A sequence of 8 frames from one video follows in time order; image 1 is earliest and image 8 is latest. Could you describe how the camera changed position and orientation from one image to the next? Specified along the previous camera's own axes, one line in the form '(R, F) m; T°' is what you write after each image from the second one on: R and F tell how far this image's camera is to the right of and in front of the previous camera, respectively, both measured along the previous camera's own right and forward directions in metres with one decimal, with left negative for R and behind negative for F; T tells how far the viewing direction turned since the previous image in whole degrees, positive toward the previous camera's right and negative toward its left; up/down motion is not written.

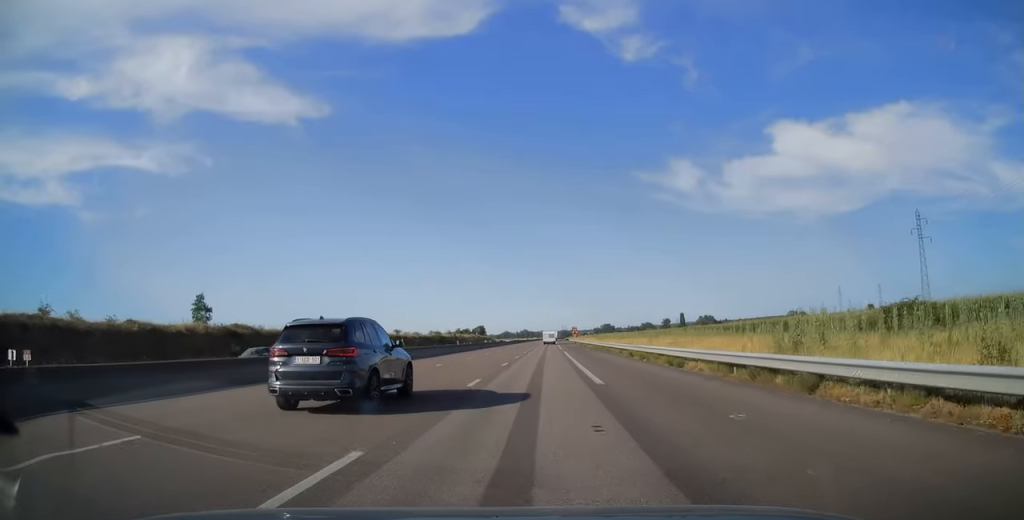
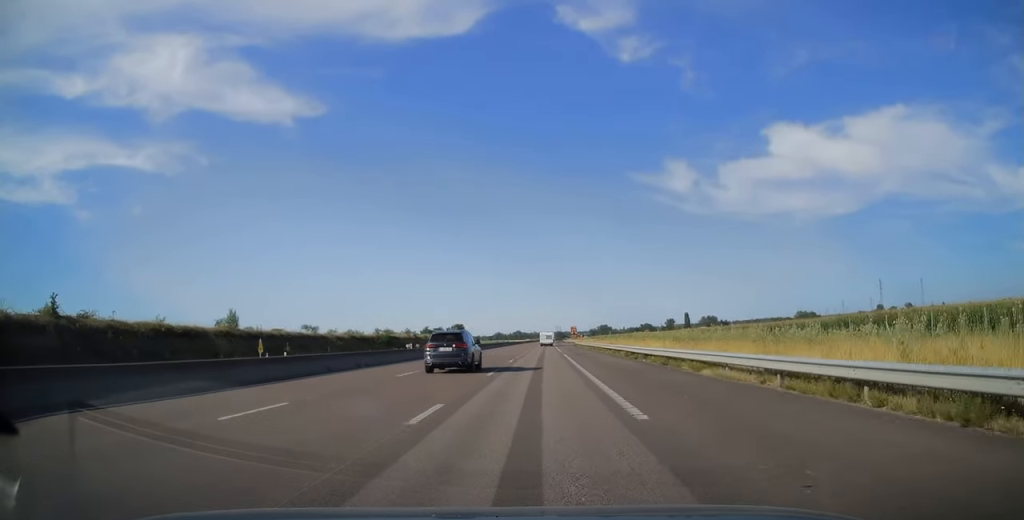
(0.0, +59.2) m; 0°
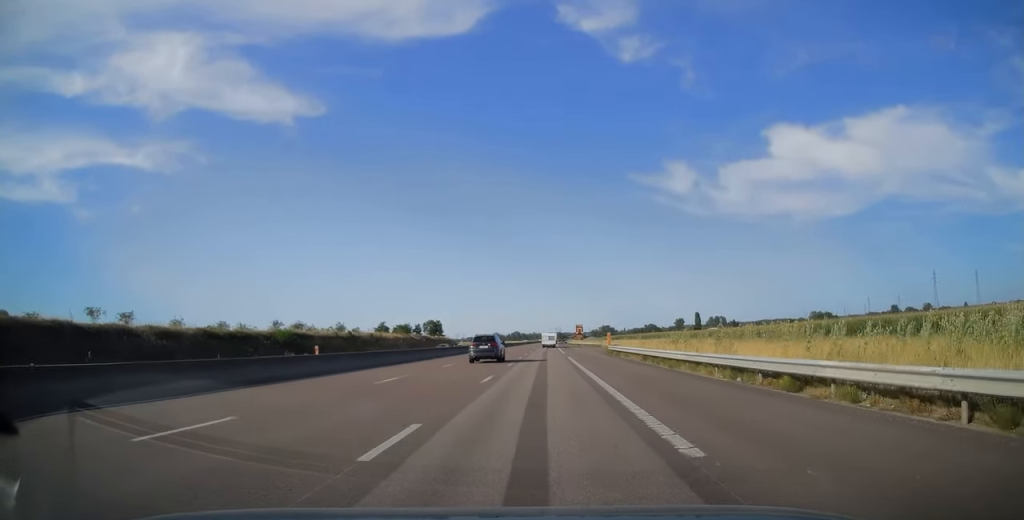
(+0.2, +54.6) m; +1°
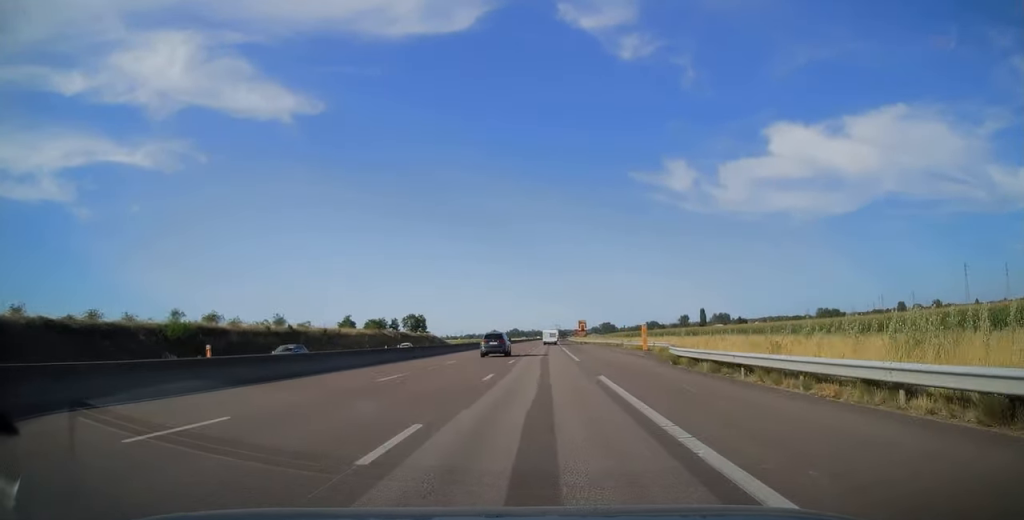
(+0.2, +26.2) m; 0°
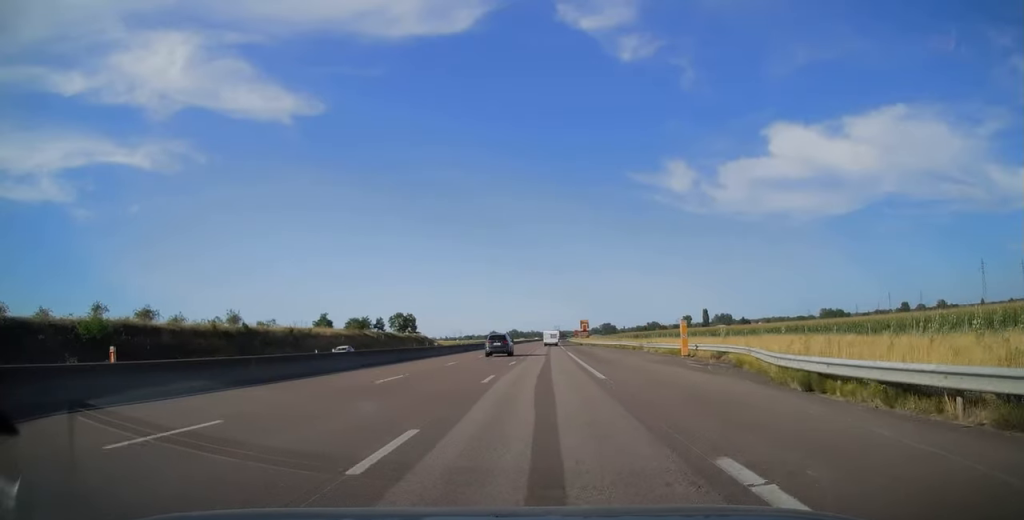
(0.0, +13.4) m; 0°
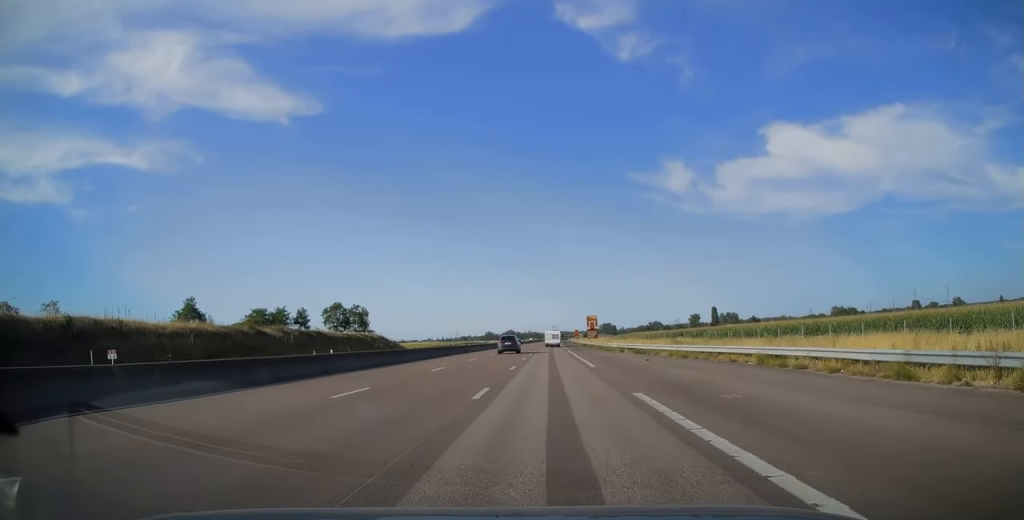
(-0.2, +43.8) m; 0°
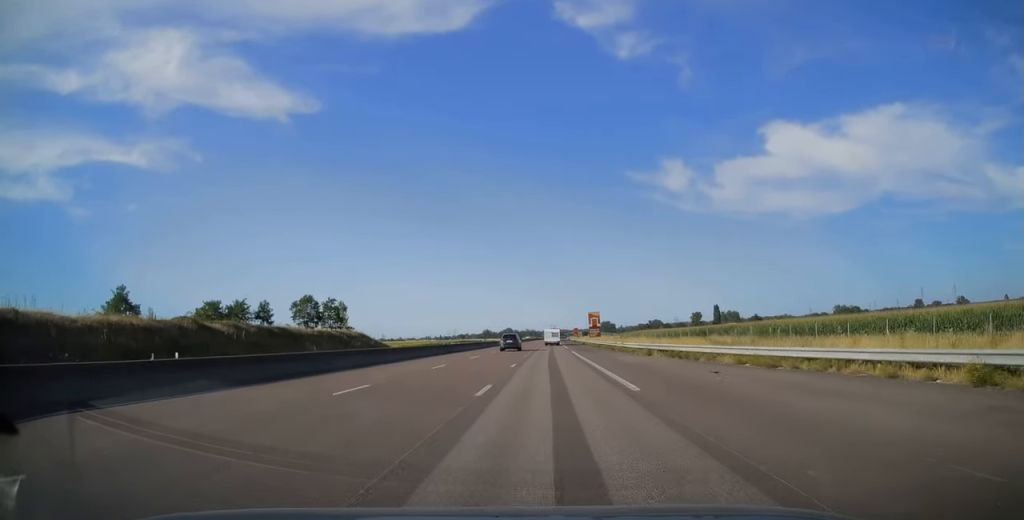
(0.0, +12.9) m; 0°
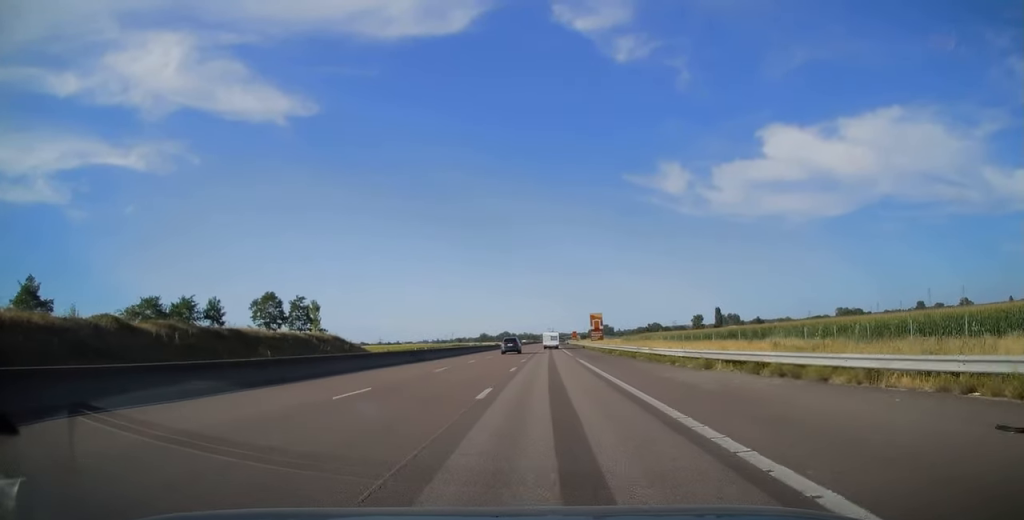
(0.0, +12.9) m; 0°
